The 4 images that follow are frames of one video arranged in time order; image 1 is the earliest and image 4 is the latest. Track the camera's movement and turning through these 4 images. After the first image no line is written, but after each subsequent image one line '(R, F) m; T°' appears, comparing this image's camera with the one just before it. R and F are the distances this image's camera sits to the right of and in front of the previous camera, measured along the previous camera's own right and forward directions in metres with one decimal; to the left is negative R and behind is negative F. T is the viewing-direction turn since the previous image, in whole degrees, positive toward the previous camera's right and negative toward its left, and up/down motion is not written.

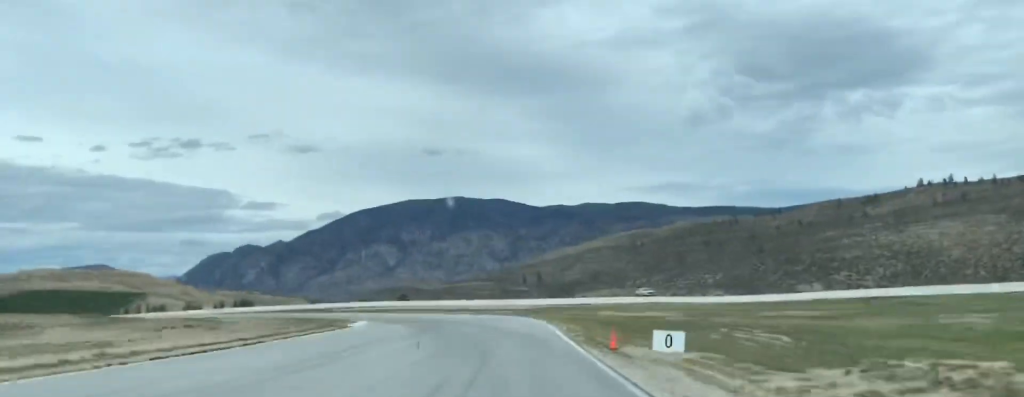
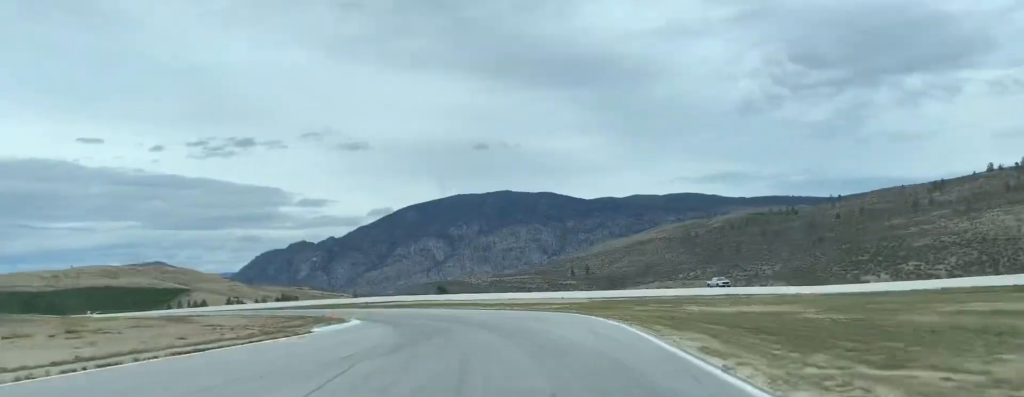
(+0.5, +22.8) m; -3°
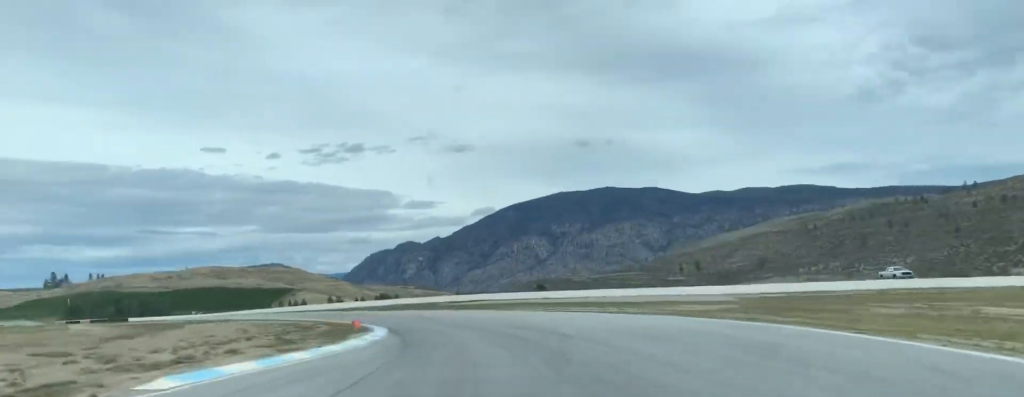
(-1.8, +26.4) m; -7°
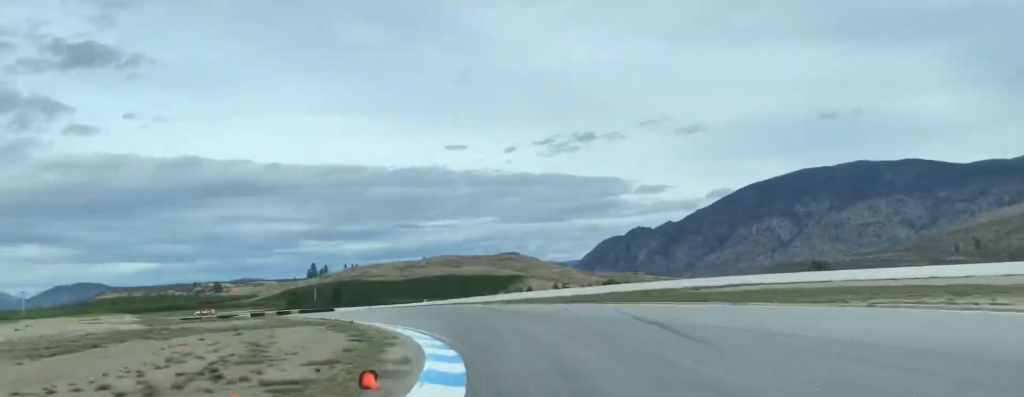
(-4.0, +38.3) m; -13°
